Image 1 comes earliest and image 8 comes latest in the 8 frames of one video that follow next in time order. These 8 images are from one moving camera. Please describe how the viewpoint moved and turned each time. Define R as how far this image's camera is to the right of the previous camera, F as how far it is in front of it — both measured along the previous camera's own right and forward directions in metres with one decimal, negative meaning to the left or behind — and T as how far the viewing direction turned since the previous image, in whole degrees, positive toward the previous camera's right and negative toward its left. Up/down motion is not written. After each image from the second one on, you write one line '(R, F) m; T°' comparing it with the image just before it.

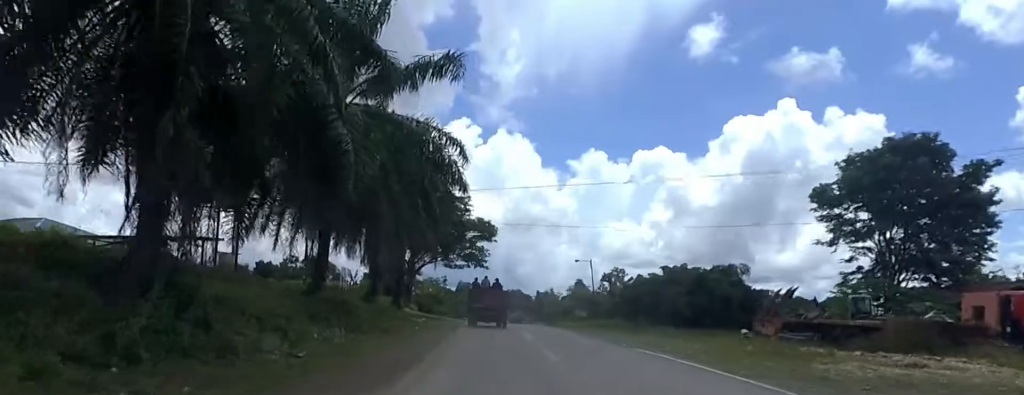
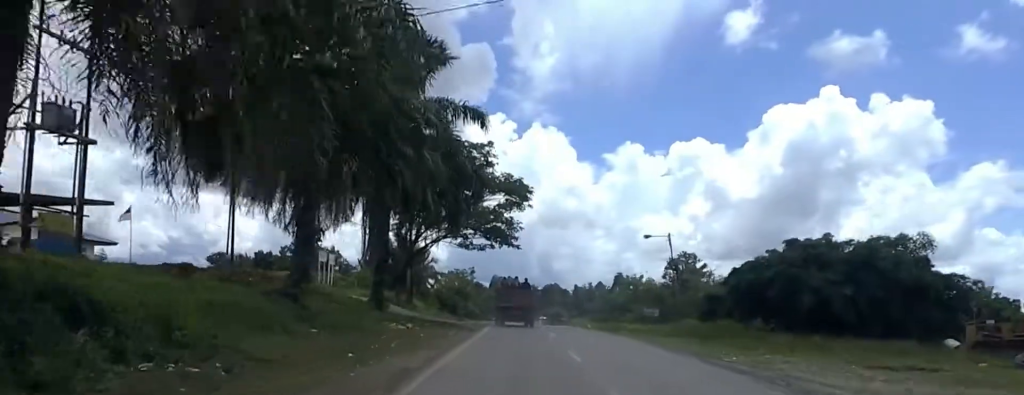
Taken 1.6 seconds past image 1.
(-0.7, +16.5) m; -3°
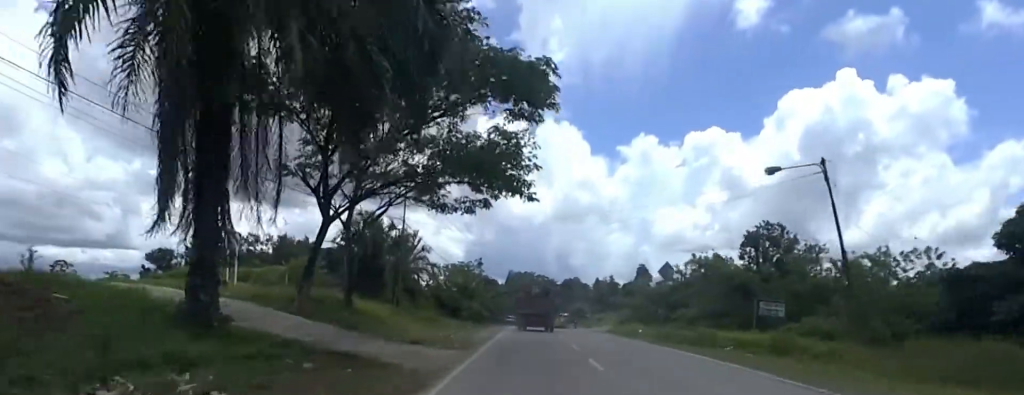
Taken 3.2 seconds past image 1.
(-0.3, +17.0) m; +5°
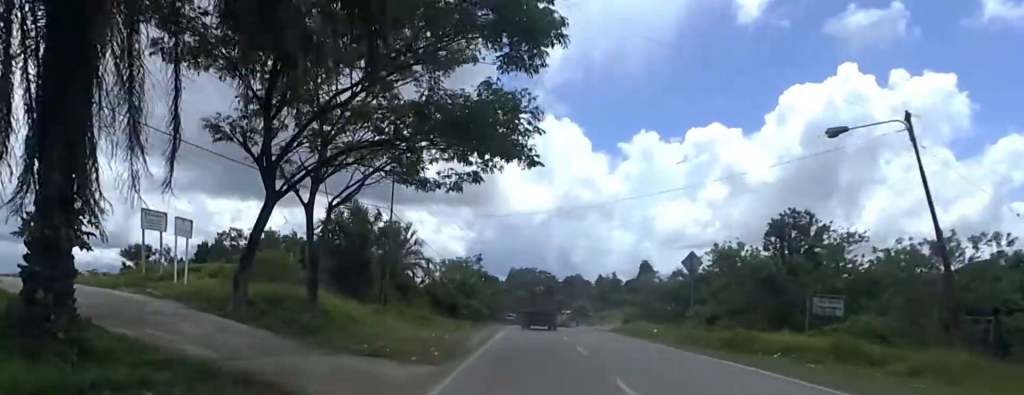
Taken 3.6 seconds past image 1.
(+0.5, +4.2) m; -2°
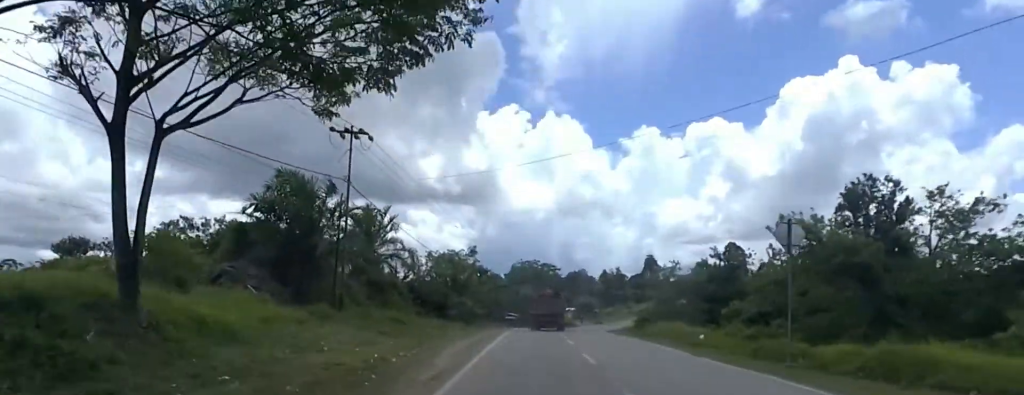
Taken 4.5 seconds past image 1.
(+0.2, +9.1) m; -5°
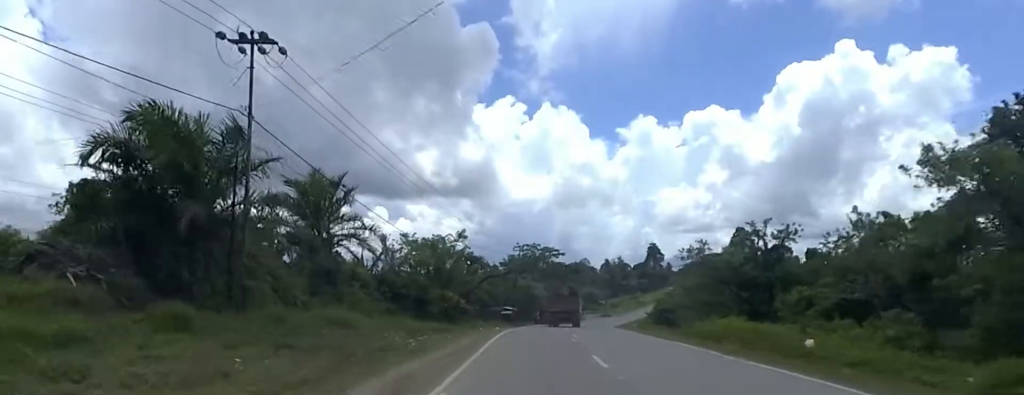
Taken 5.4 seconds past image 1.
(-1.3, +10.1) m; -1°
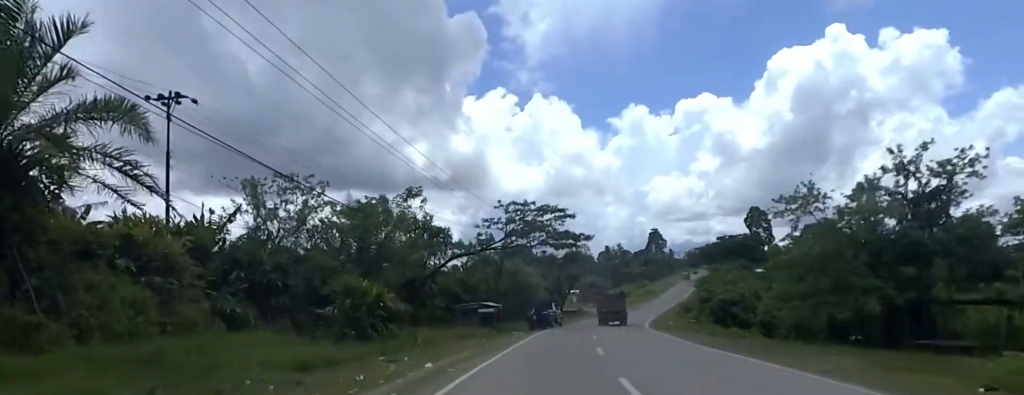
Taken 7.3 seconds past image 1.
(+3.7, +20.9) m; +9°
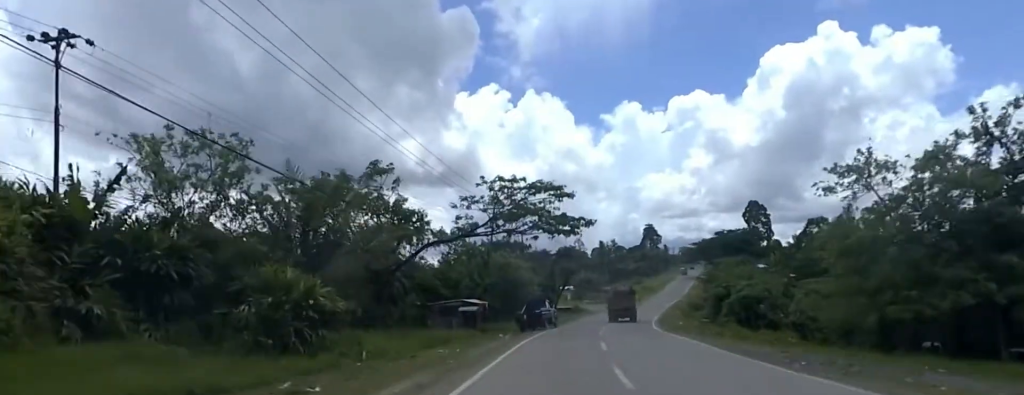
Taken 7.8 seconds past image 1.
(-0.6, +6.3) m; 0°
